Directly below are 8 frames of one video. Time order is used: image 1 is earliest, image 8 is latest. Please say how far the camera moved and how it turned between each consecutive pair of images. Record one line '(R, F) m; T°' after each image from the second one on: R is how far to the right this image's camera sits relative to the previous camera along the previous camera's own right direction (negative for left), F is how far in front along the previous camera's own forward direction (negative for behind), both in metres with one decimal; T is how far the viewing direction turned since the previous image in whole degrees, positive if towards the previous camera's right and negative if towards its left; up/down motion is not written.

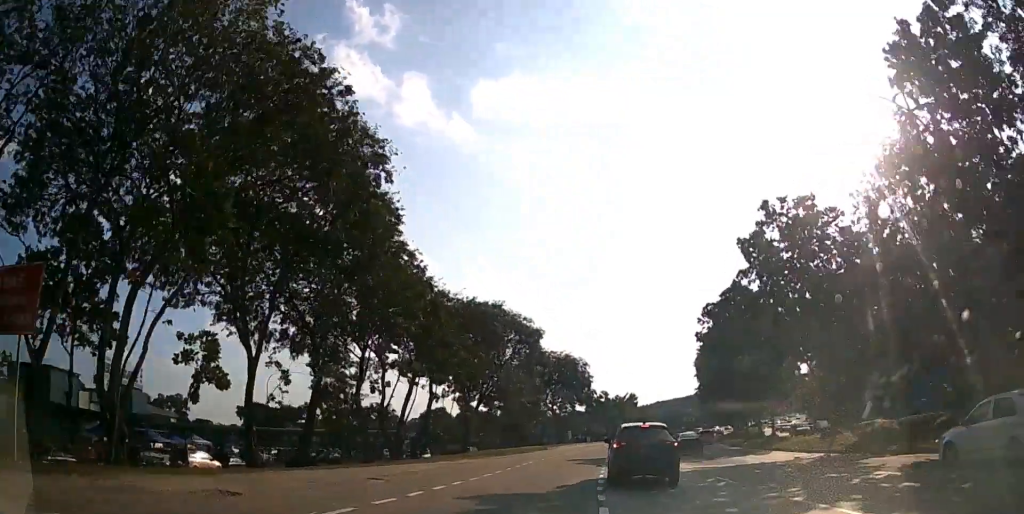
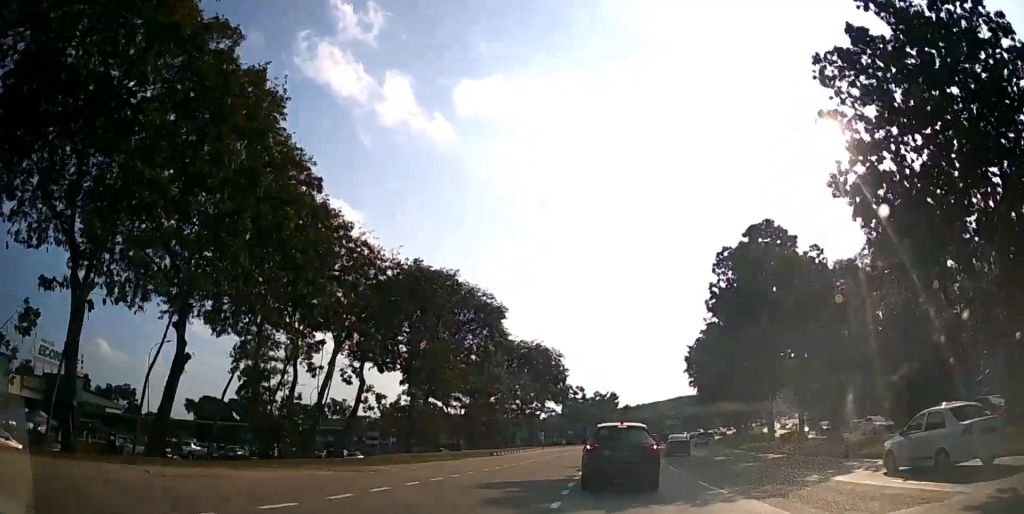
(+0.4, +17.4) m; +3°
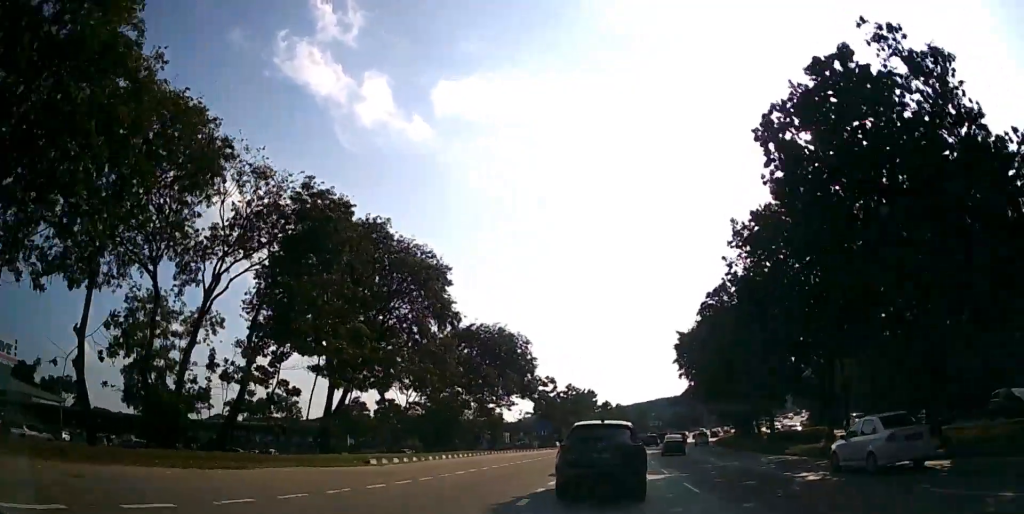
(+0.4, +17.9) m; +3°
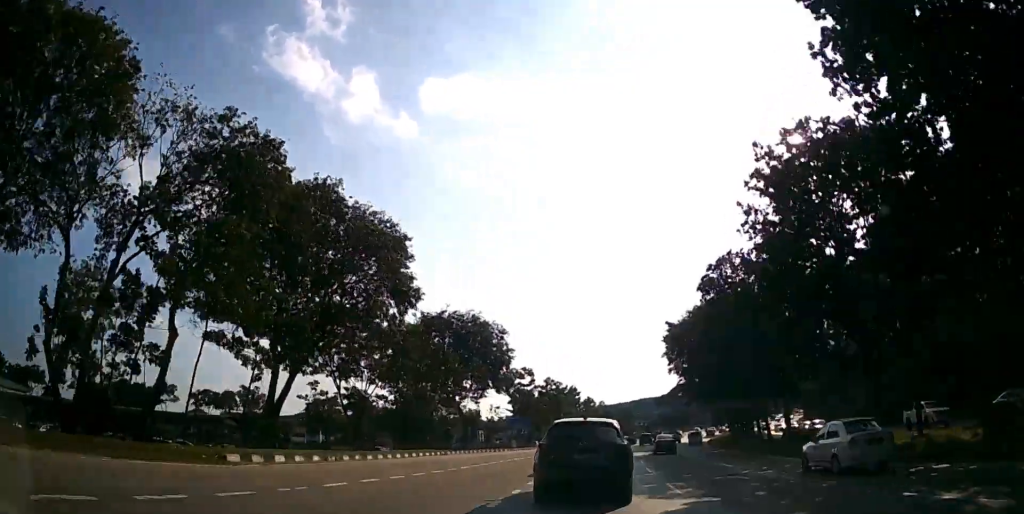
(0.0, +8.7) m; +2°
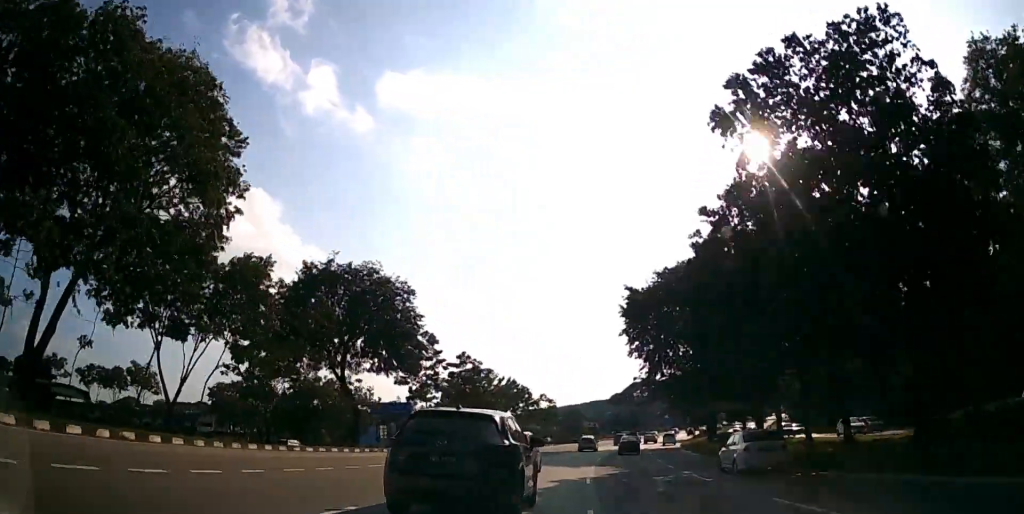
(+1.2, +24.6) m; +4°
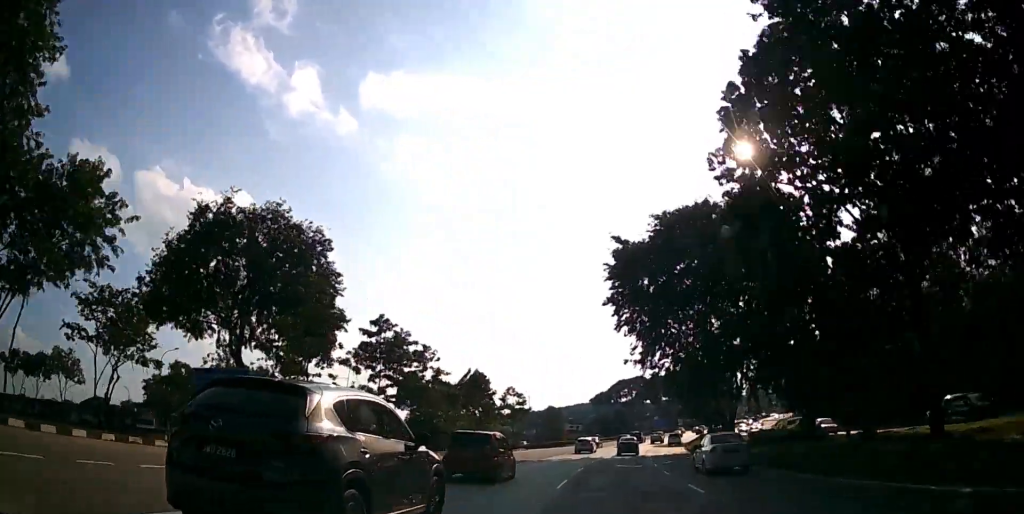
(+0.2, +18.5) m; +1°
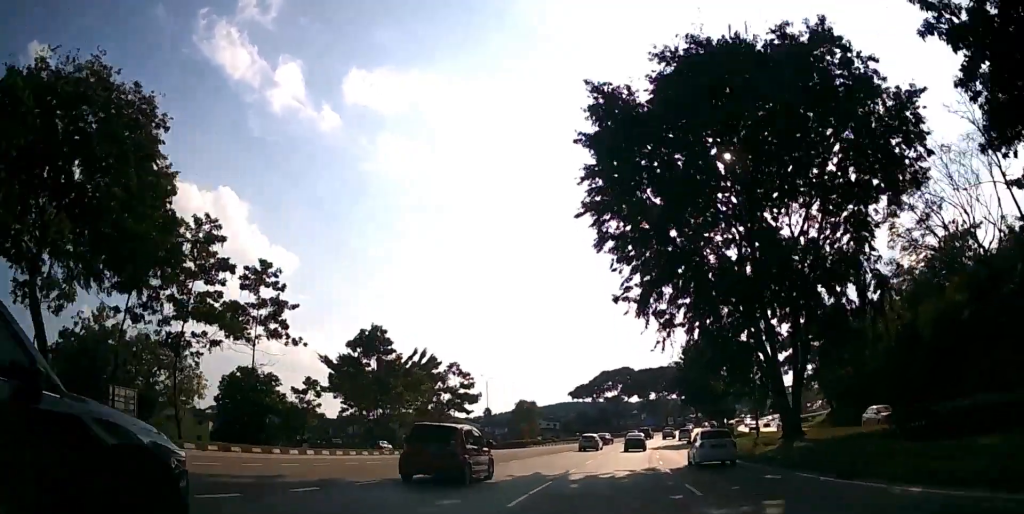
(+0.4, +23.3) m; +3°
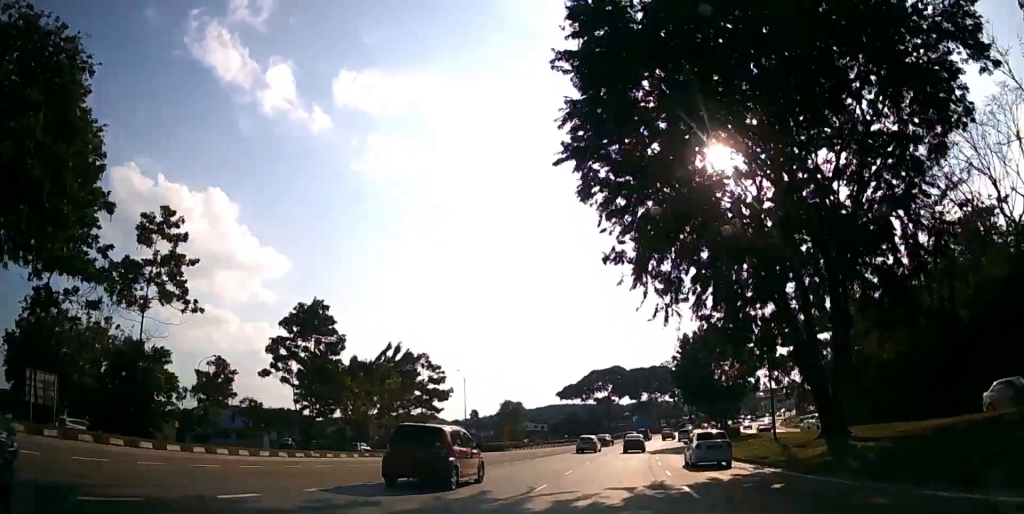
(+0.1, +8.1) m; +1°
